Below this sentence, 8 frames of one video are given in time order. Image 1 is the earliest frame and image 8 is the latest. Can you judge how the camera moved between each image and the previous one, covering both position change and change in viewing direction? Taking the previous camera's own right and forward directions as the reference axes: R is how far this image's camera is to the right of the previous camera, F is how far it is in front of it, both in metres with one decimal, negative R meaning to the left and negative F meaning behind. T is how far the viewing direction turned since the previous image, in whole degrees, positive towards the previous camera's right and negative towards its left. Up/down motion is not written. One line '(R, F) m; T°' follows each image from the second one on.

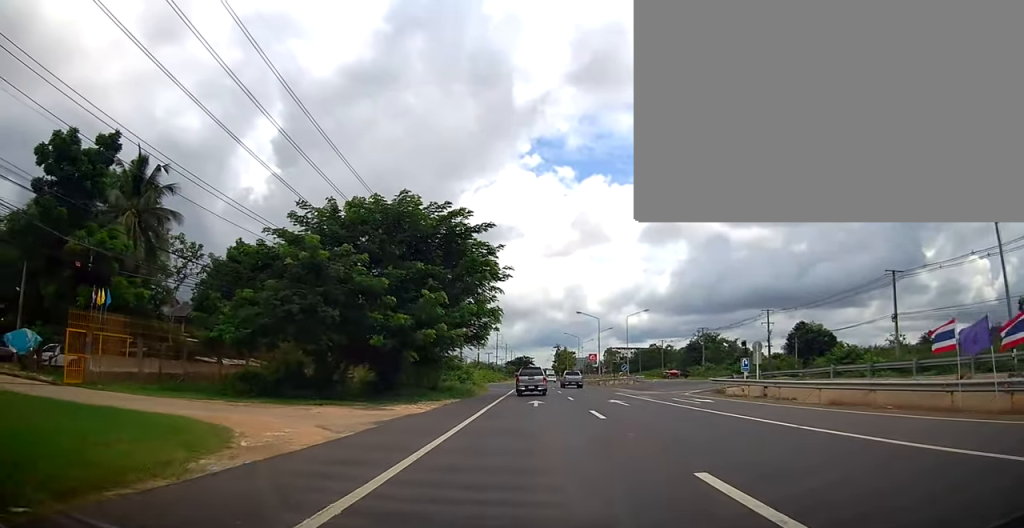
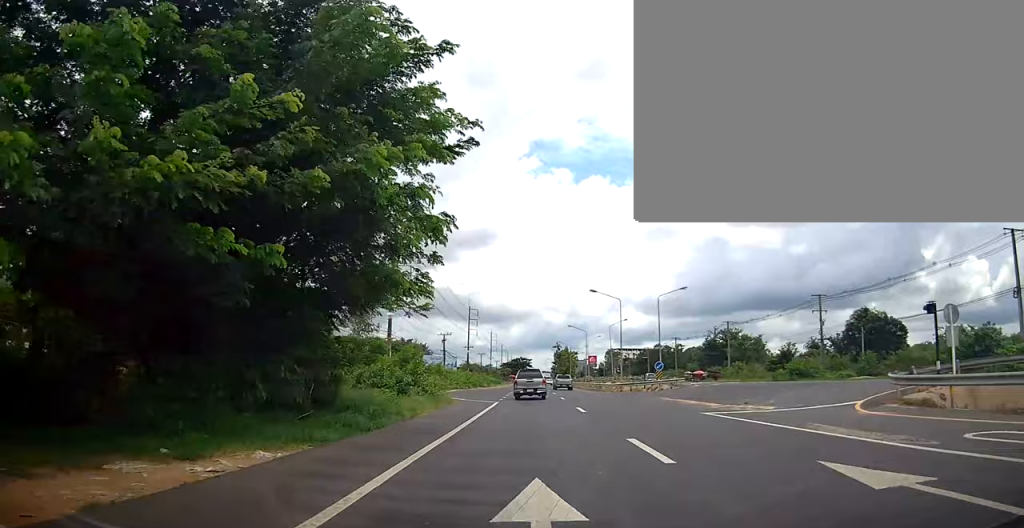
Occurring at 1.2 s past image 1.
(+0.7, +20.2) m; 0°
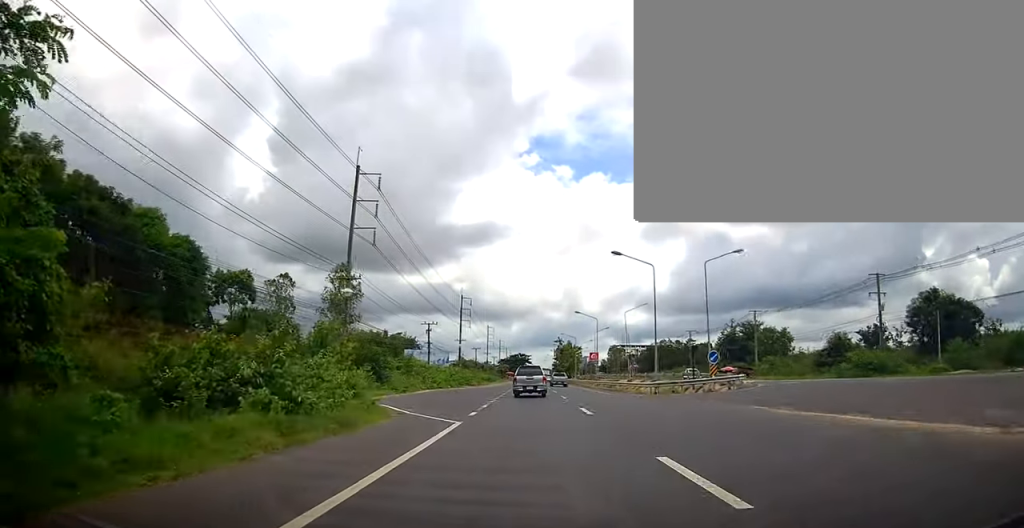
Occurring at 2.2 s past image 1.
(-0.4, +15.2) m; -2°
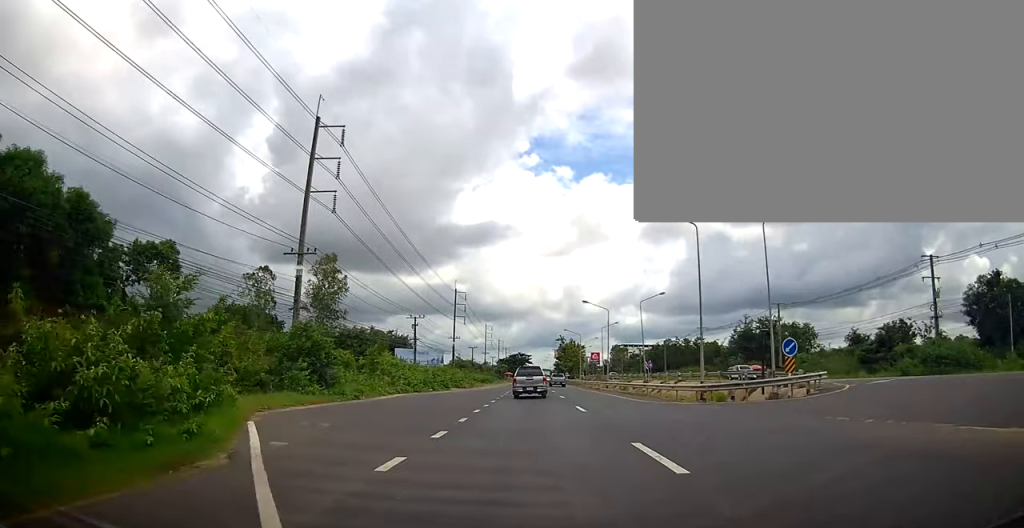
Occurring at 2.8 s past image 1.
(-0.2, +10.4) m; -1°
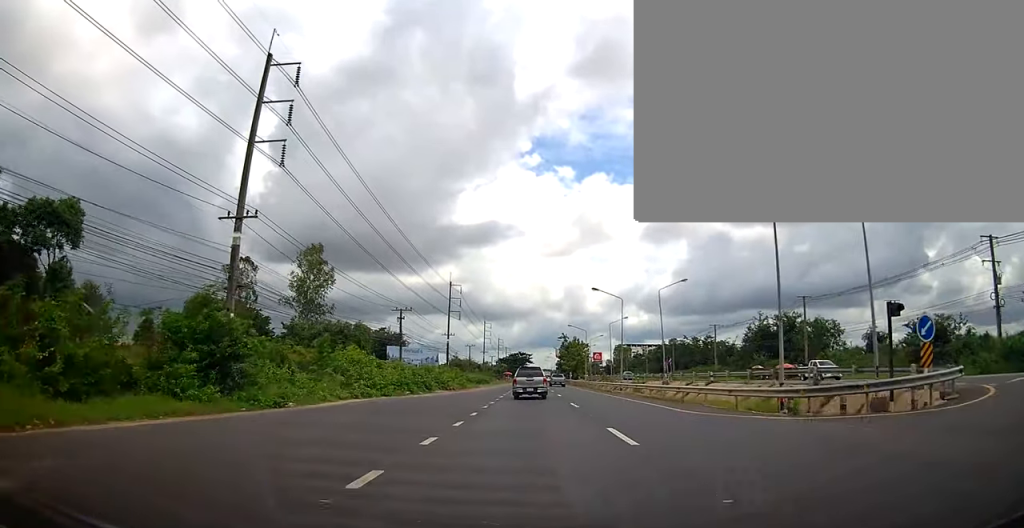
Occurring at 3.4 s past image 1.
(0.0, +9.0) m; 0°
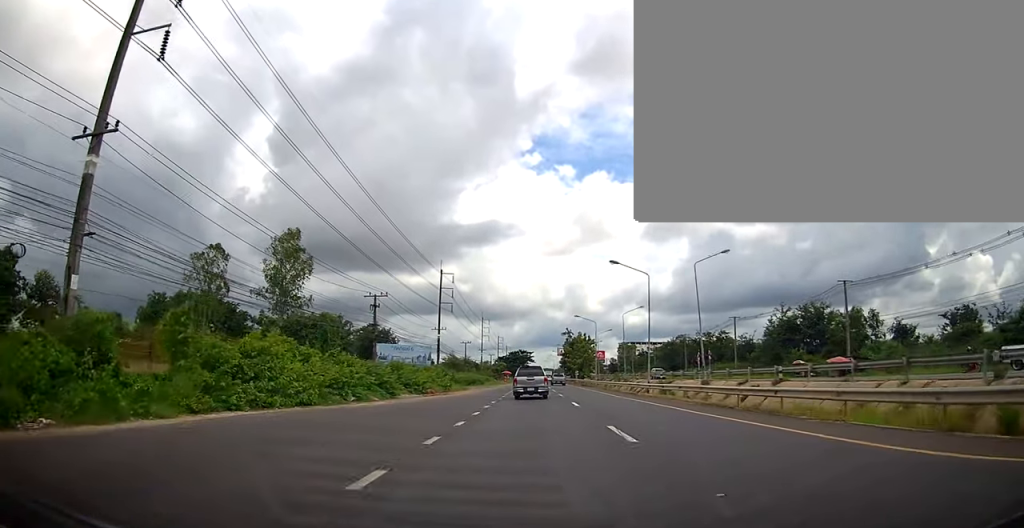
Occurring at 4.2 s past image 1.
(+0.1, +11.7) m; 0°
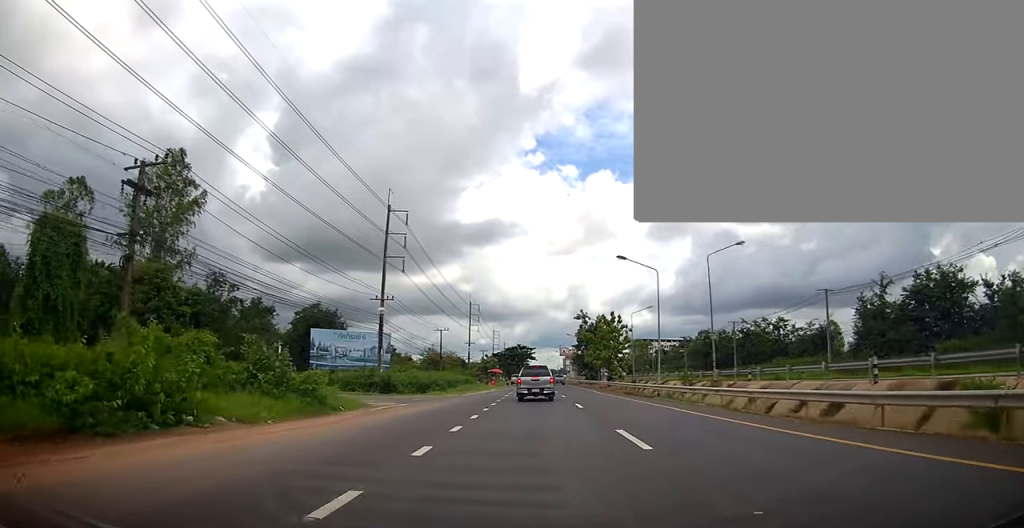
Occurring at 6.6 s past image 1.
(+1.6, +36.5) m; +3°
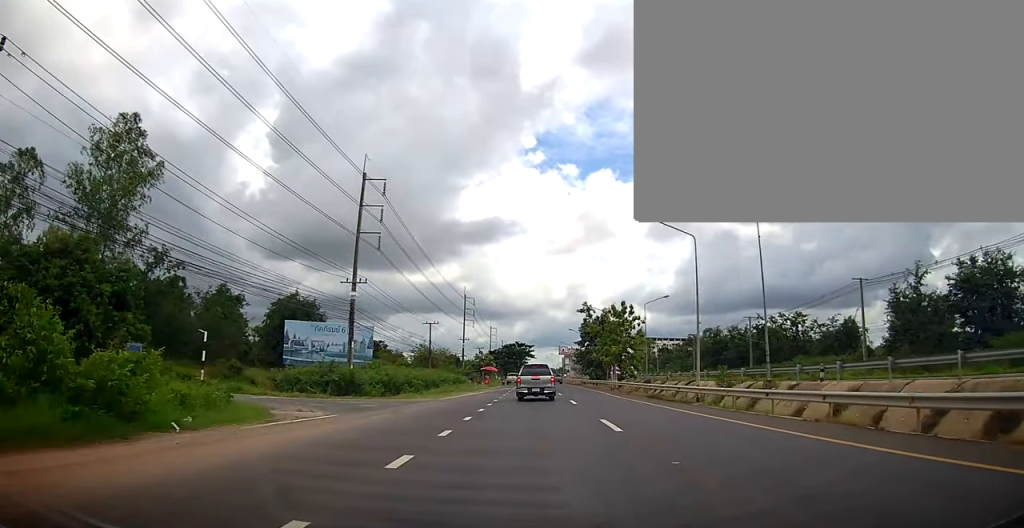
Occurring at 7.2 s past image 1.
(-0.4, +9.2) m; -2°
